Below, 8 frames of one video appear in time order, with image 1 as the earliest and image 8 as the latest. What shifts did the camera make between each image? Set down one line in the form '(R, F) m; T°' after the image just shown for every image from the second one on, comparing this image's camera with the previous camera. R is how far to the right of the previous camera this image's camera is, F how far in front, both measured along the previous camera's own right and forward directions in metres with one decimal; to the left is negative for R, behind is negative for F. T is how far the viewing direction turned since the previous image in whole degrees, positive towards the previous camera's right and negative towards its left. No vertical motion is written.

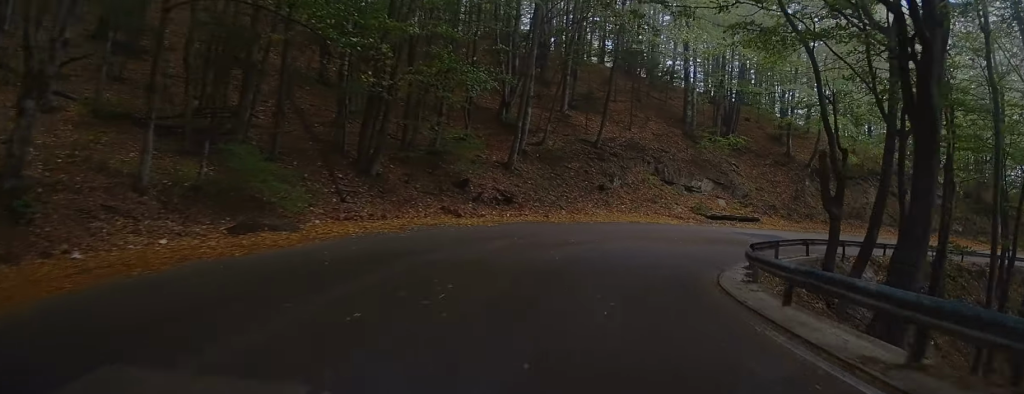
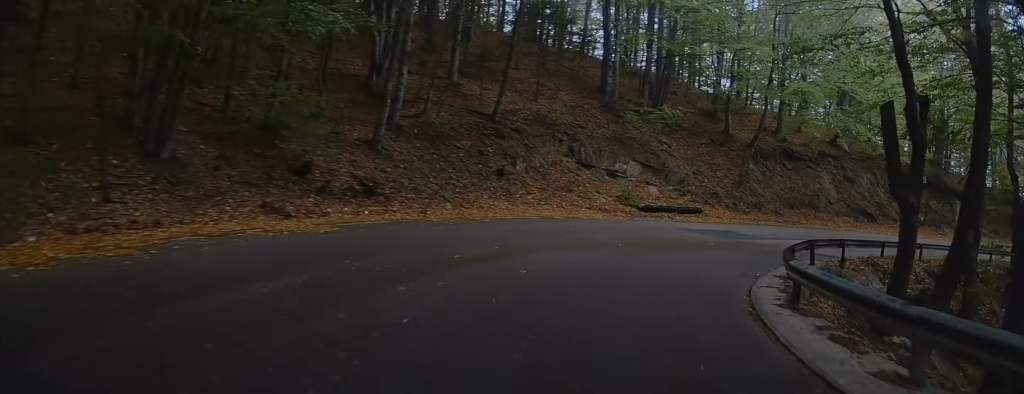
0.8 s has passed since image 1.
(+0.7, +8.1) m; +4°
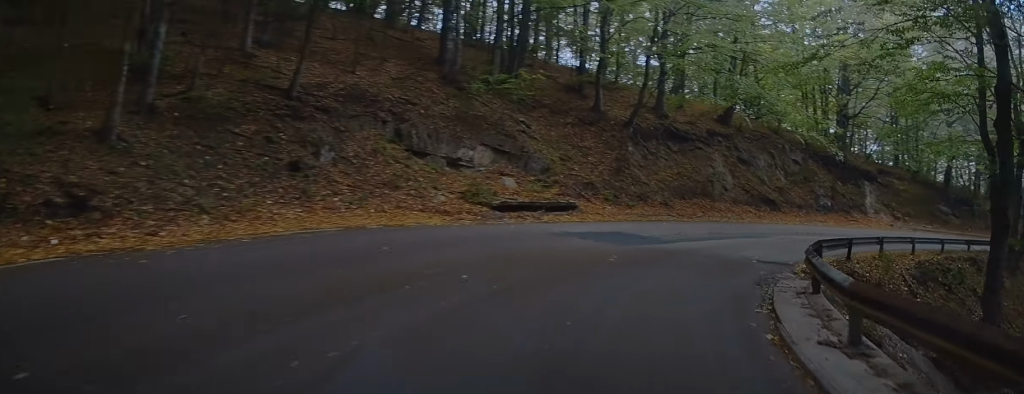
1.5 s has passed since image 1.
(+0.2, +7.2) m; +5°
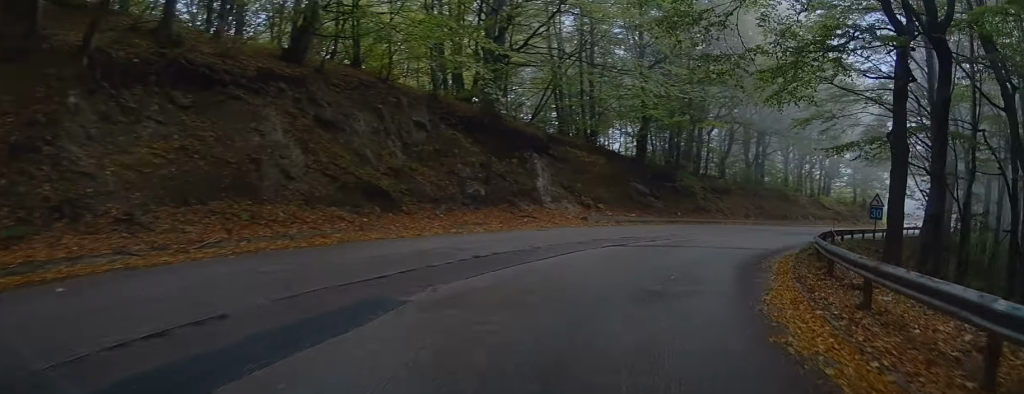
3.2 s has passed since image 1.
(+2.3, +14.8) m; +25°
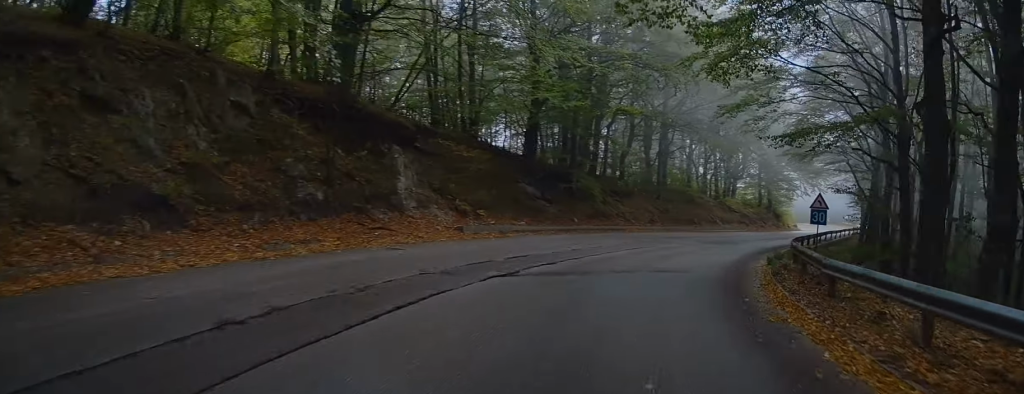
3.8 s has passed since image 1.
(+0.5, +4.6) m; +10°
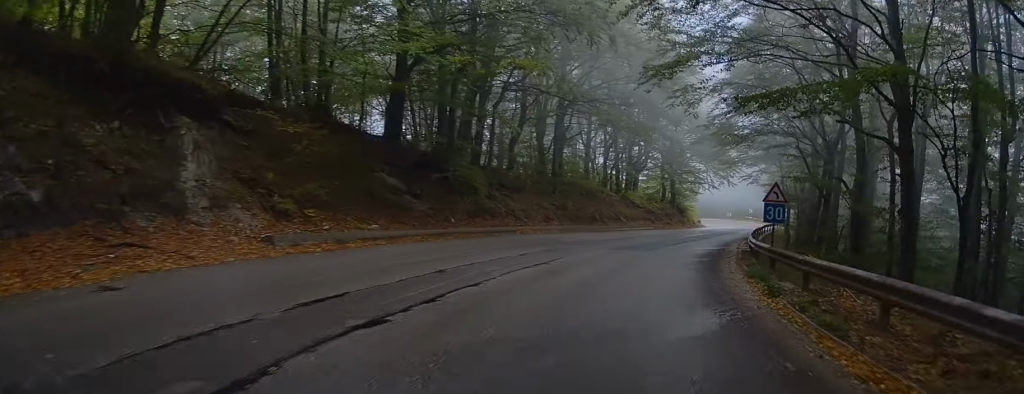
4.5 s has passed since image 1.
(+0.5, +4.9) m; +10°
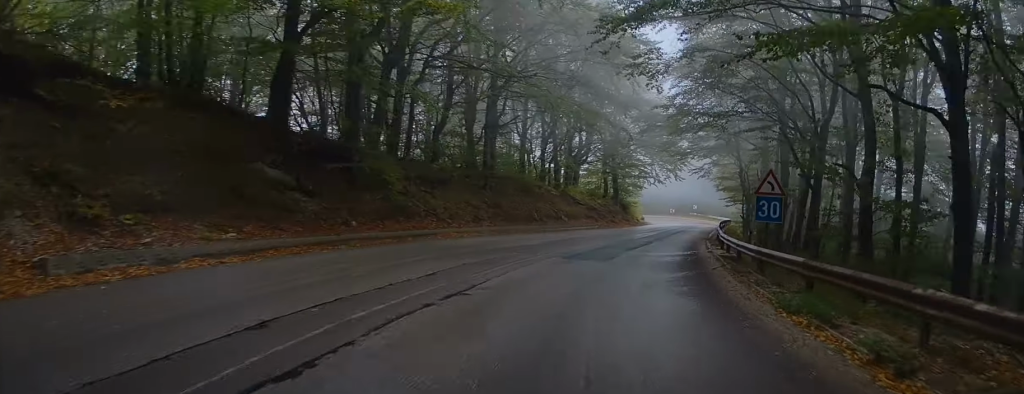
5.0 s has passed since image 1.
(+0.4, +3.4) m; +7°
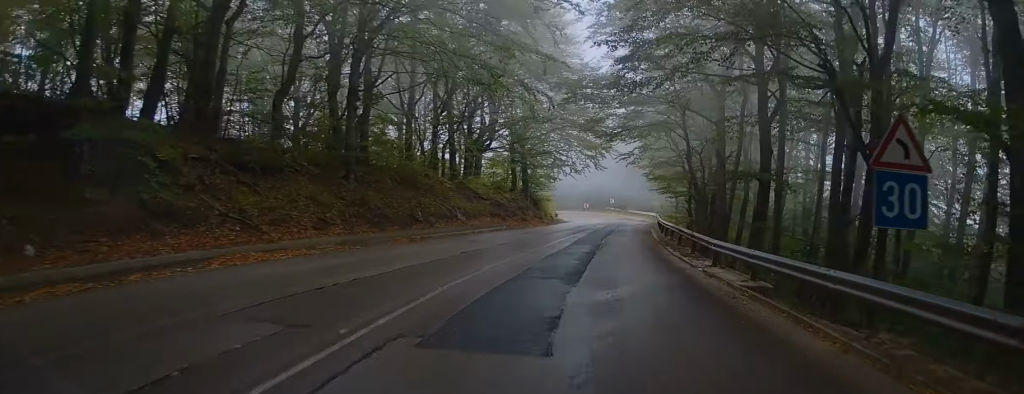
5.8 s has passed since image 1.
(+0.6, +6.6) m; +8°
